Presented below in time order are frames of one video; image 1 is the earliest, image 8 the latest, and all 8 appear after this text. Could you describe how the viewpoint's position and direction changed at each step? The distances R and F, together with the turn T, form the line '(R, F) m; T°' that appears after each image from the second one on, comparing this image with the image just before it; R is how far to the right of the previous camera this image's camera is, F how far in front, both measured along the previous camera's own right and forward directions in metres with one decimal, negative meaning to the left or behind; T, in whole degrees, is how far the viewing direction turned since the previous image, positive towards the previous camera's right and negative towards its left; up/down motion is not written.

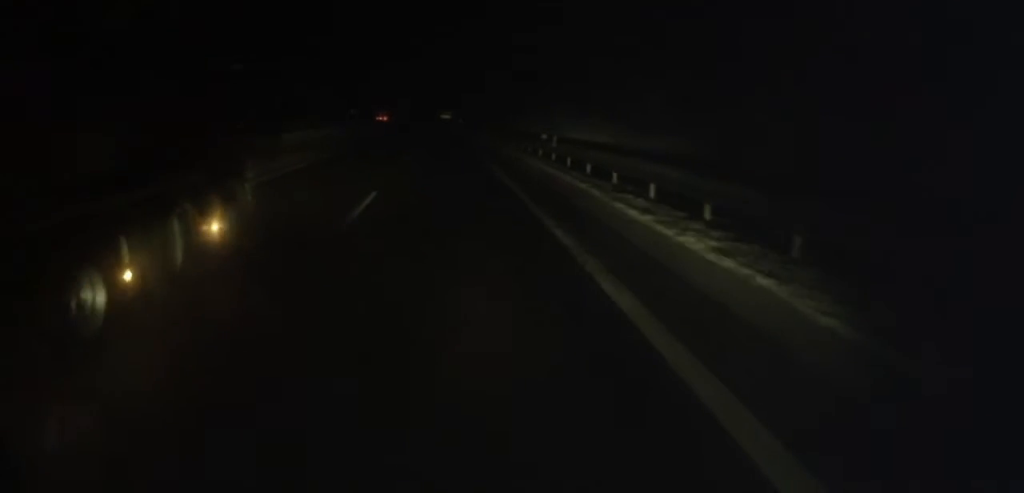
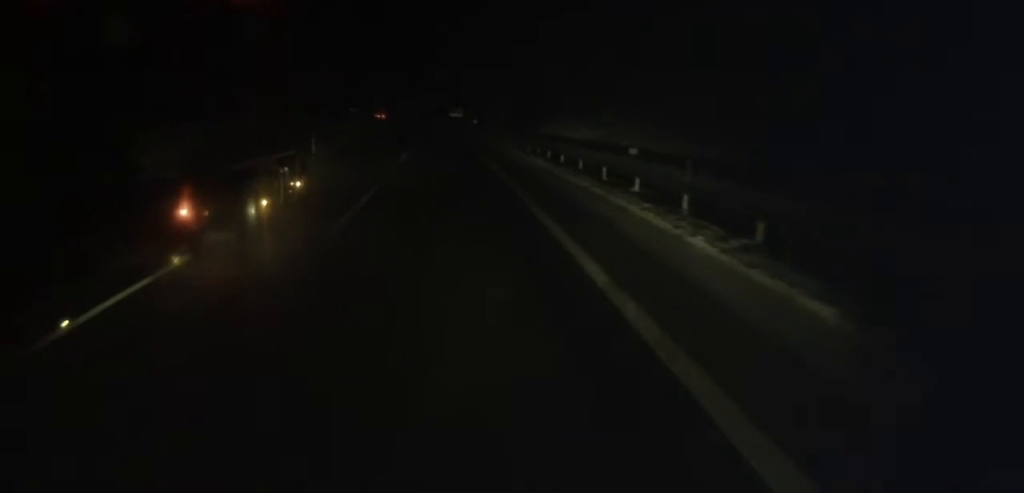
(-0.4, +18.9) m; -2°
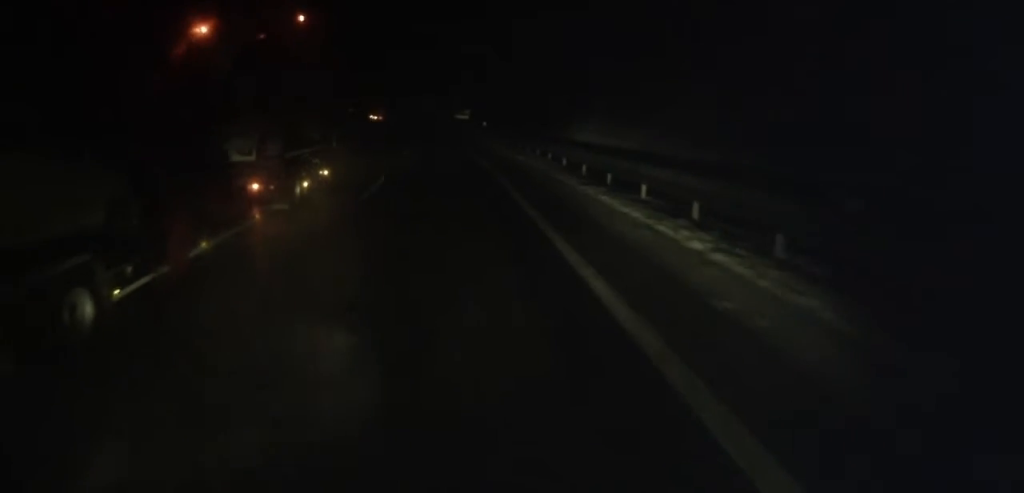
(-0.1, +13.2) m; -2°
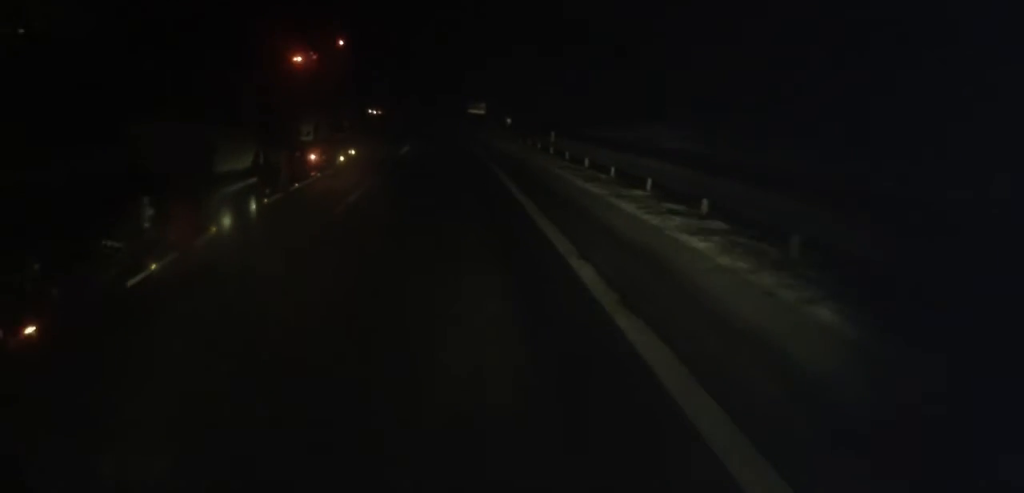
(-0.5, +21.2) m; -2°
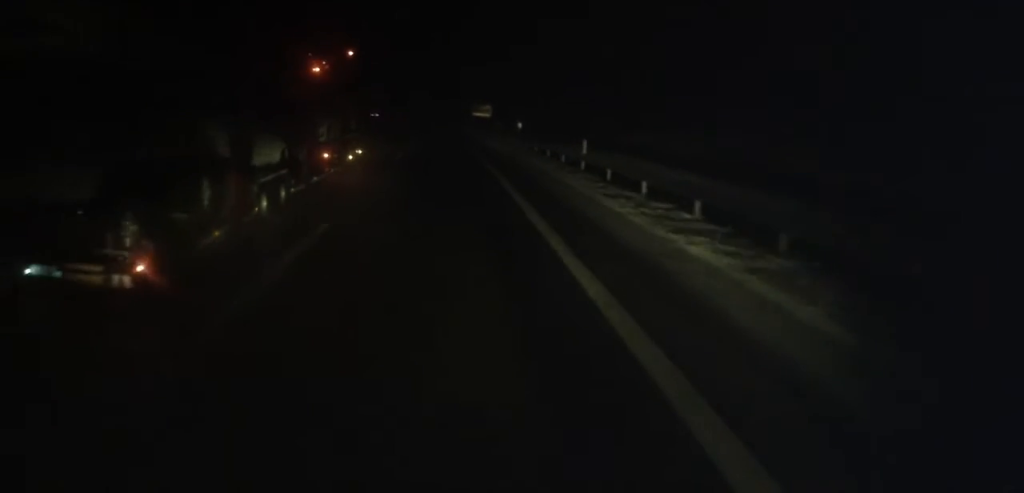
(0.0, +8.0) m; 0°
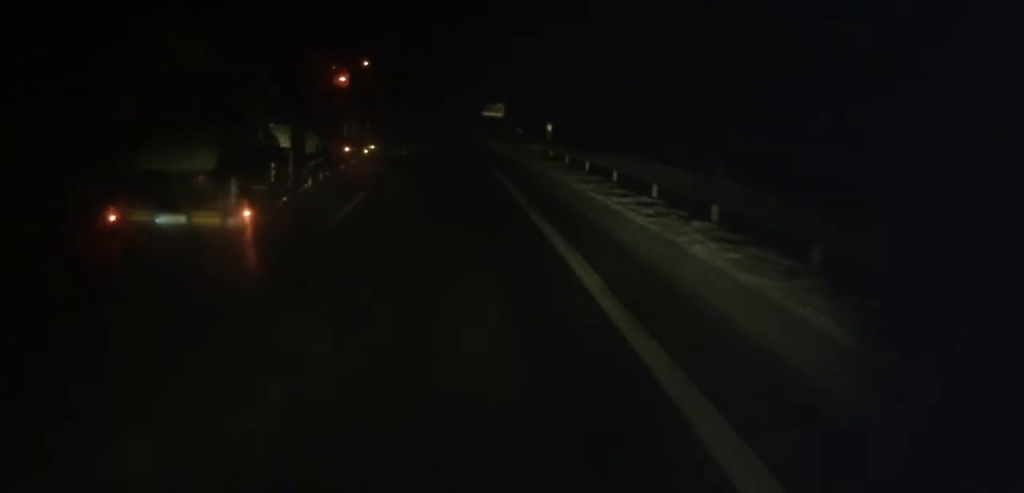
(0.0, +13.7) m; +1°
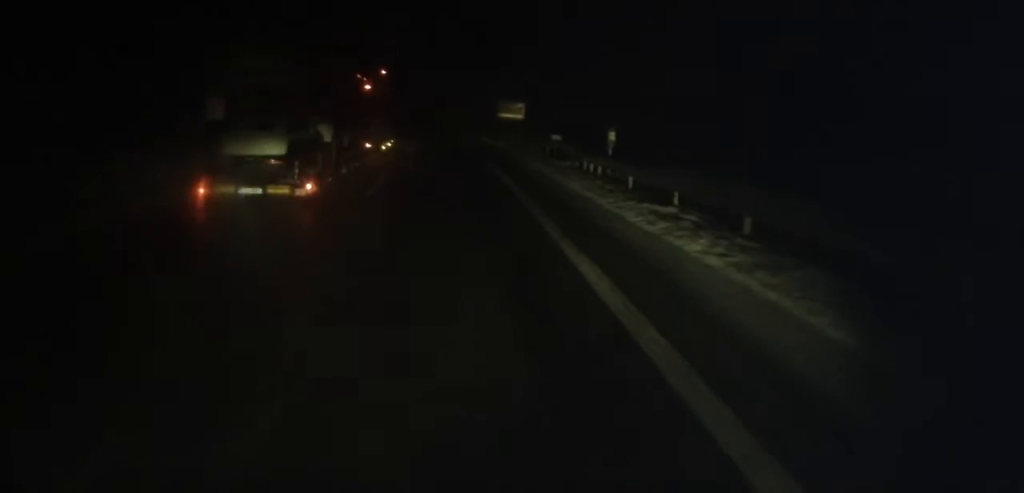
(+0.4, +13.9) m; 0°
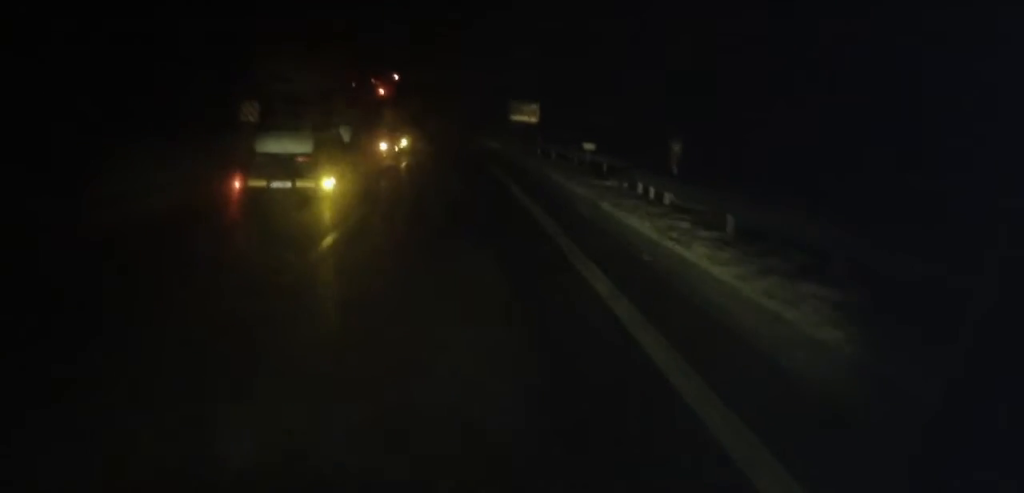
(-0.1, +7.2) m; 0°
